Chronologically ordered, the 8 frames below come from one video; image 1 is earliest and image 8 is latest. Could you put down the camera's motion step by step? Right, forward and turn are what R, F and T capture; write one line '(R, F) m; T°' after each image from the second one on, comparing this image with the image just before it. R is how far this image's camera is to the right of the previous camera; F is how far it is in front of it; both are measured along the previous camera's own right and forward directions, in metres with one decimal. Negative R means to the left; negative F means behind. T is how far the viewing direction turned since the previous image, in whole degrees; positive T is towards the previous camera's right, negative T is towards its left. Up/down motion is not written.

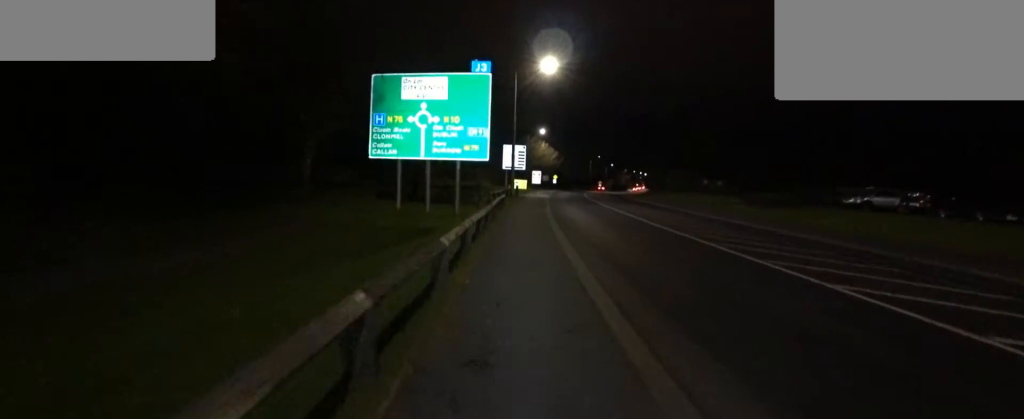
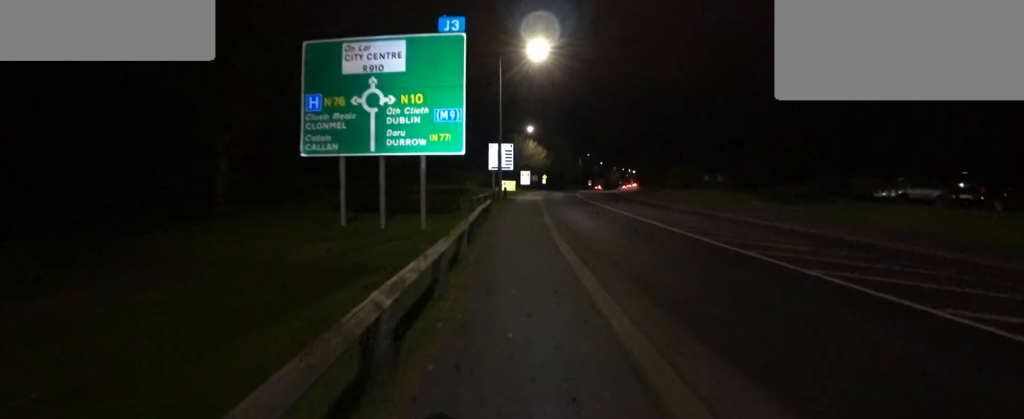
(0.0, +3.9) m; 0°
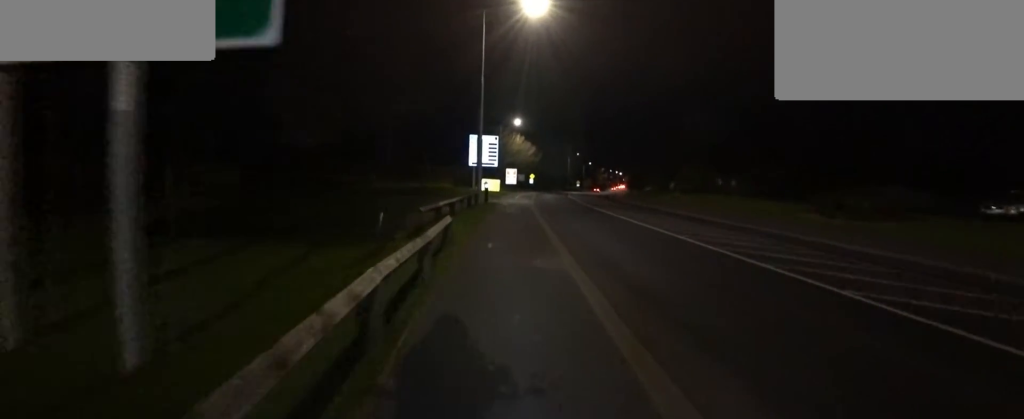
(0.0, +7.7) m; 0°
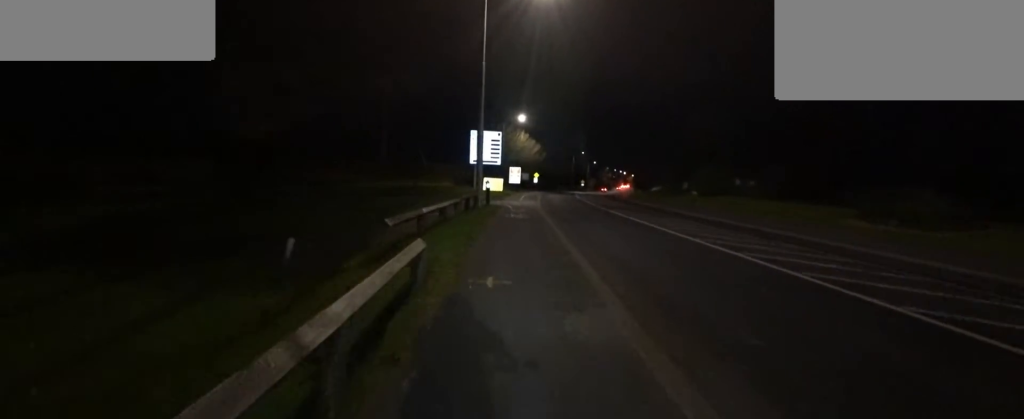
(0.0, +2.7) m; 0°
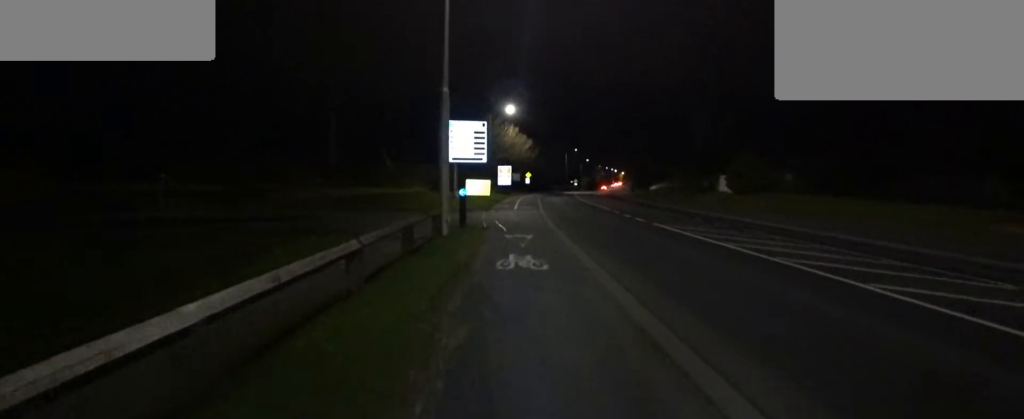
(0.0, +7.9) m; 0°
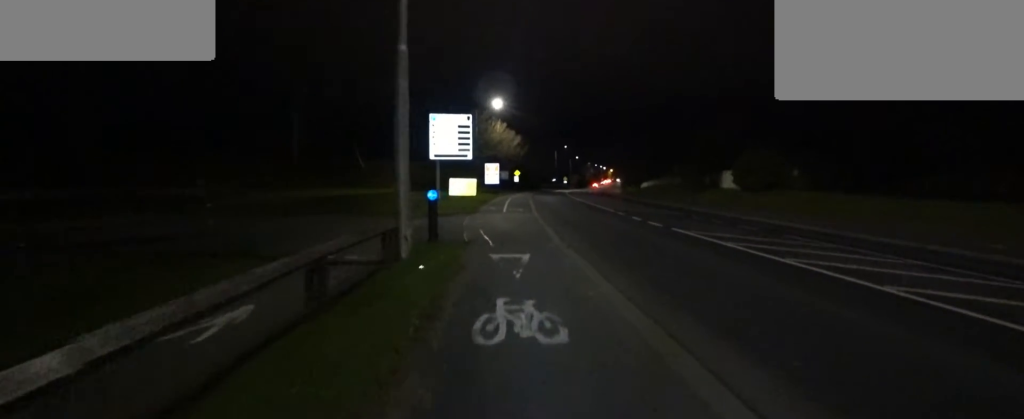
(0.0, +2.8) m; 0°
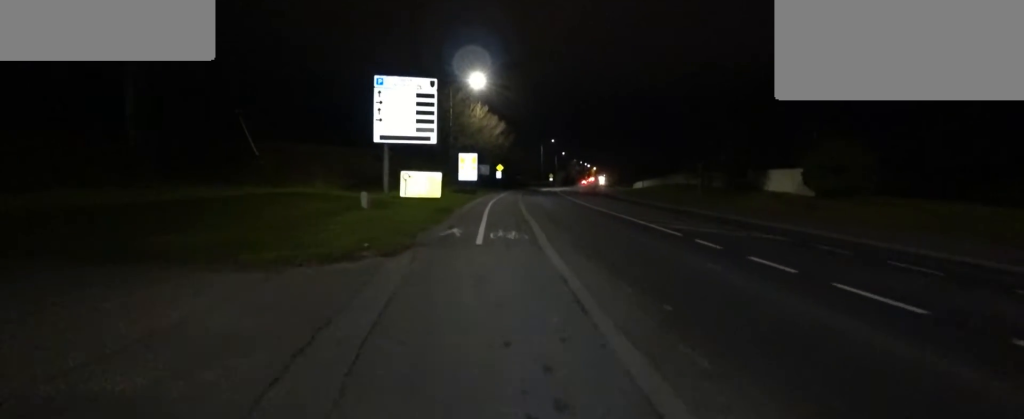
(0.0, +9.1) m; 0°
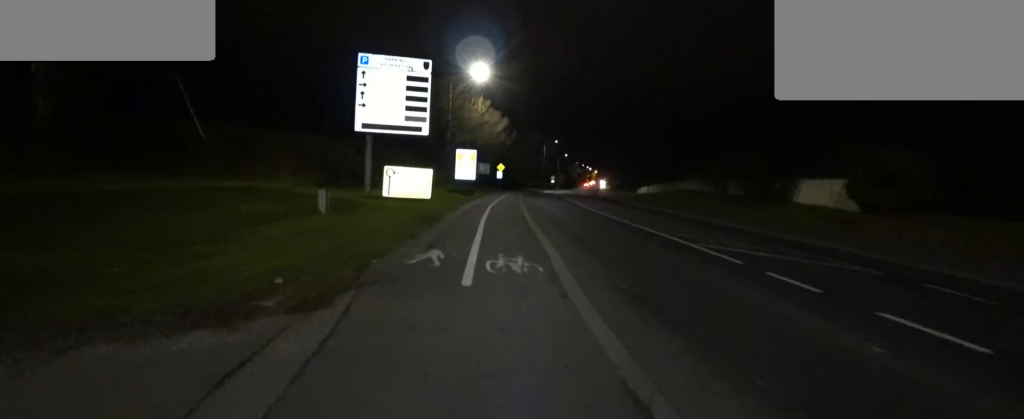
(0.0, +2.8) m; 0°
